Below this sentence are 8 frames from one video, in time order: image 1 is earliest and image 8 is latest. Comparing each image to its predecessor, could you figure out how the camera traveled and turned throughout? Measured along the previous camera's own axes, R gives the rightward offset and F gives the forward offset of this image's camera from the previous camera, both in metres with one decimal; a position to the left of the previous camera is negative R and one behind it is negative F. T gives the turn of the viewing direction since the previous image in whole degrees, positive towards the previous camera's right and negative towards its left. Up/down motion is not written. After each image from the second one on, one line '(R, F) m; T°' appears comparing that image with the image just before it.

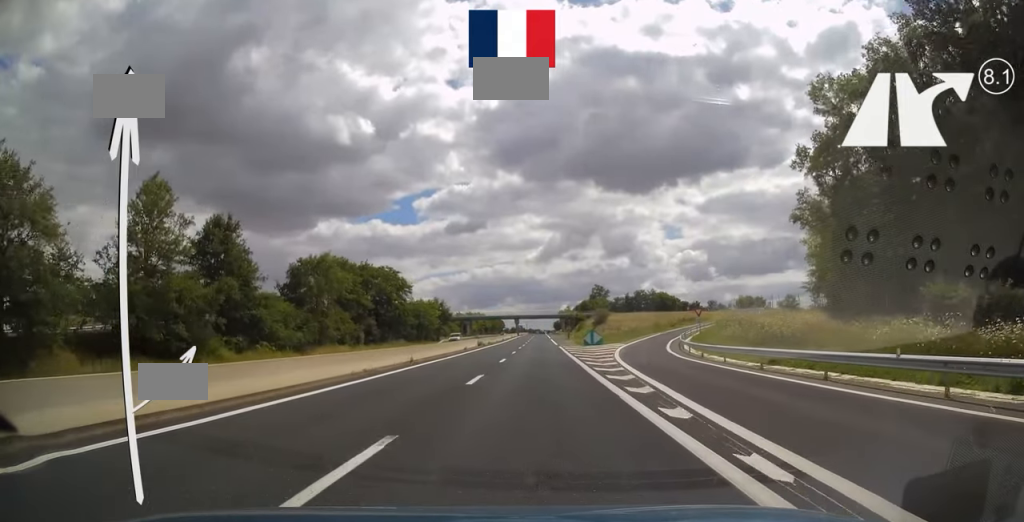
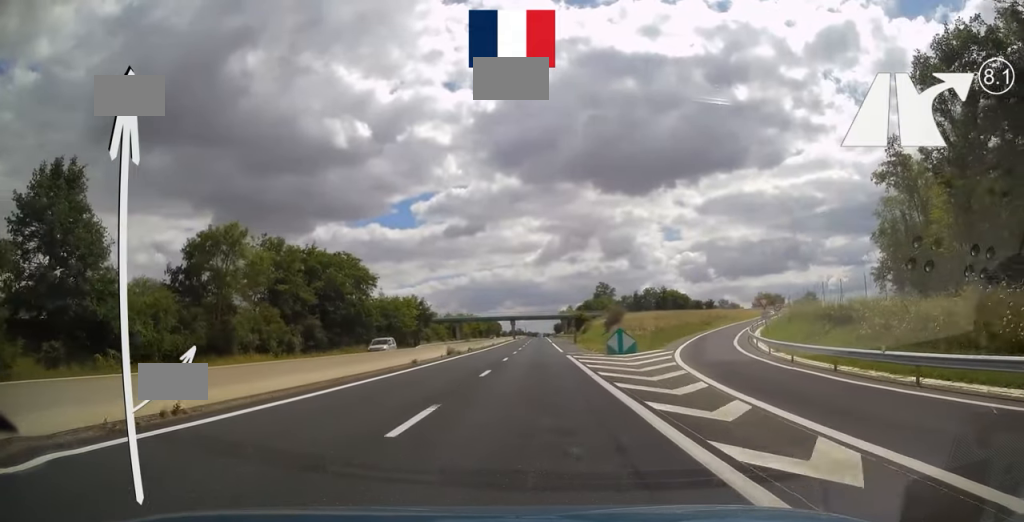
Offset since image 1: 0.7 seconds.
(0.0, +20.9) m; 0°
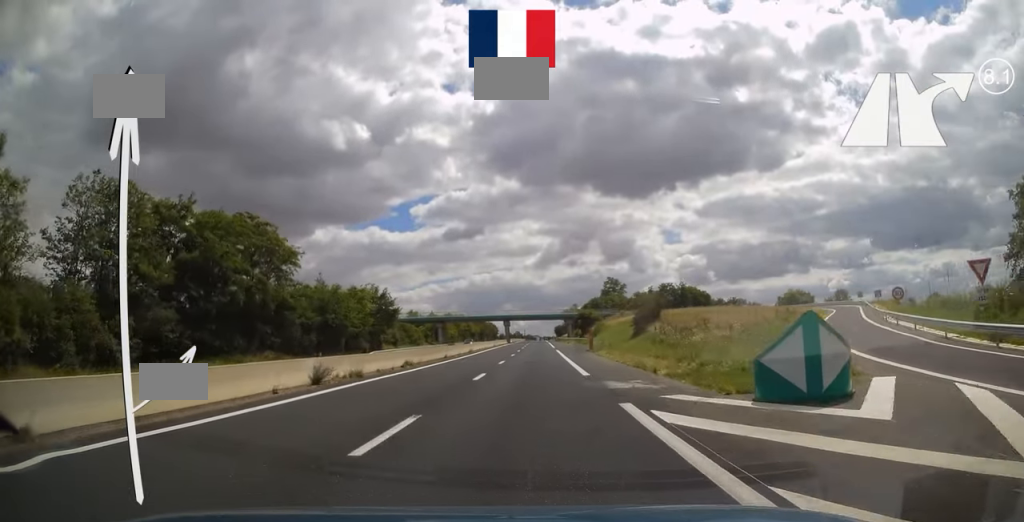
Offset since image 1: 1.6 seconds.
(0.0, +26.2) m; 0°
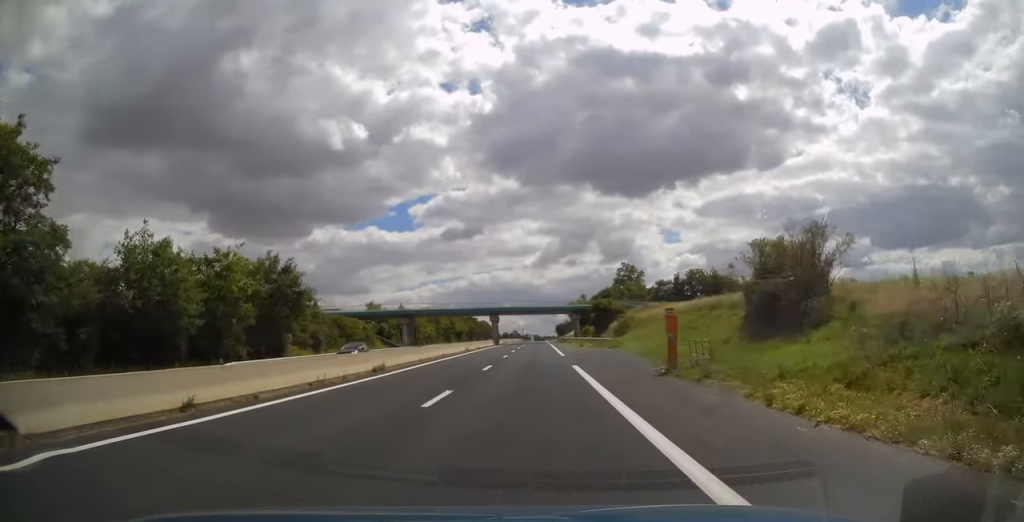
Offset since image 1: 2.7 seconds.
(0.0, +32.5) m; 0°
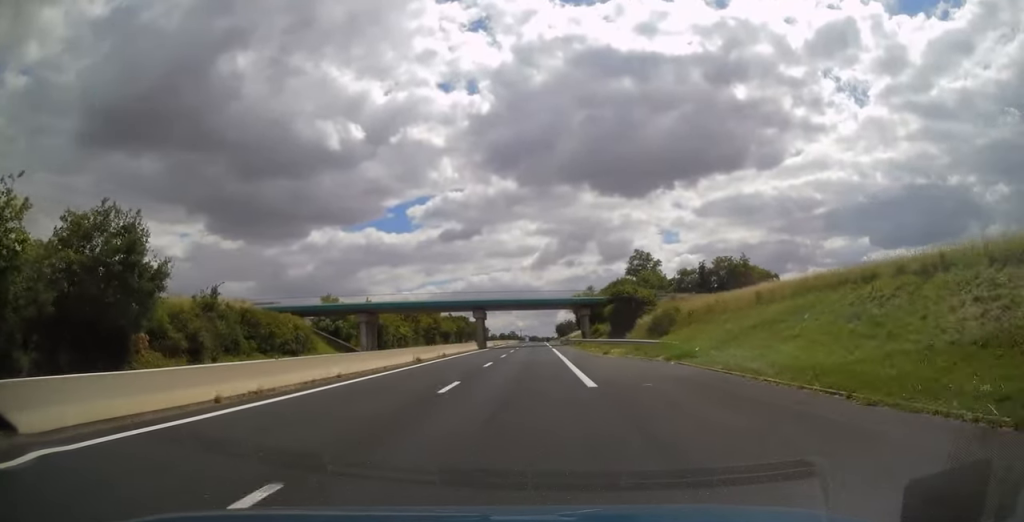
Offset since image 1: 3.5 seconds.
(0.0, +22.3) m; 0°
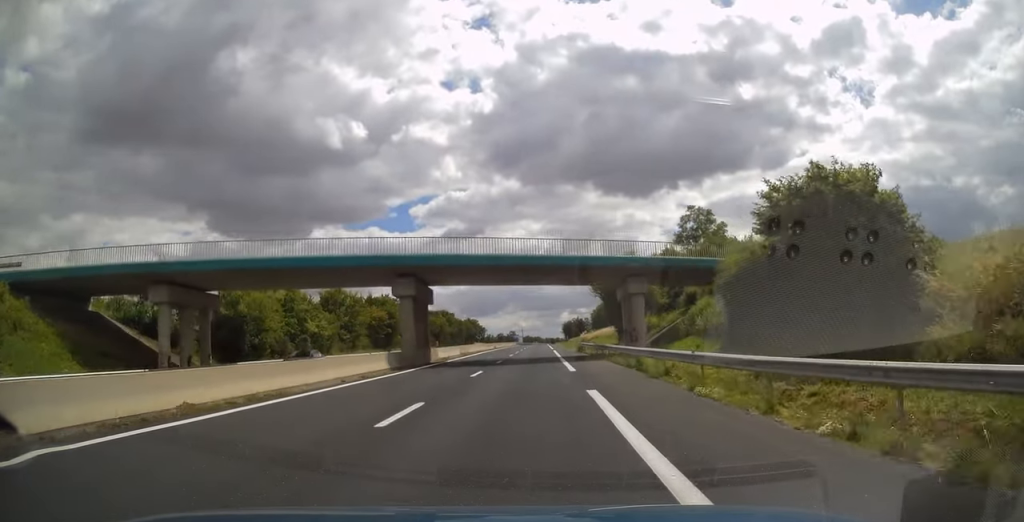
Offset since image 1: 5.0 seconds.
(-0.1, +42.1) m; 0°
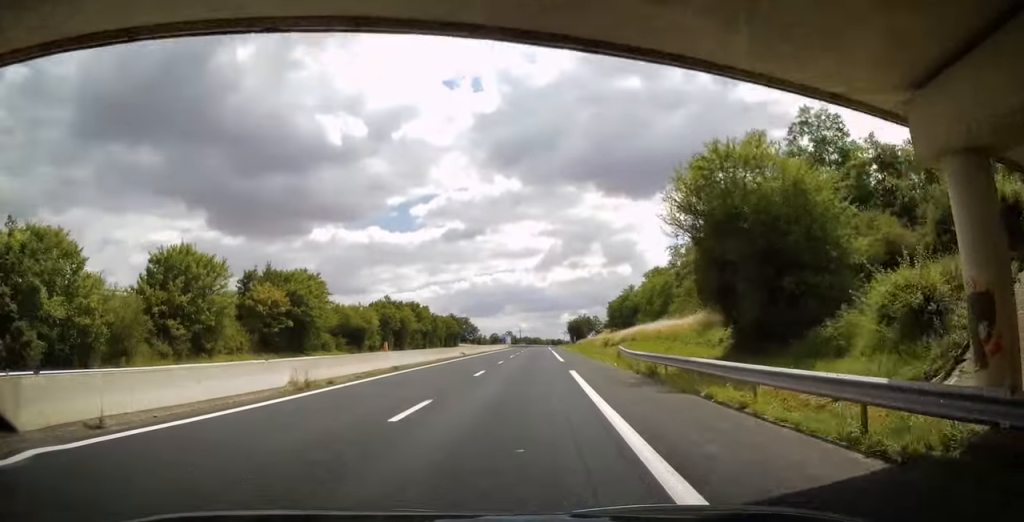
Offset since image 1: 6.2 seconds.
(-0.1, +36.5) m; 0°
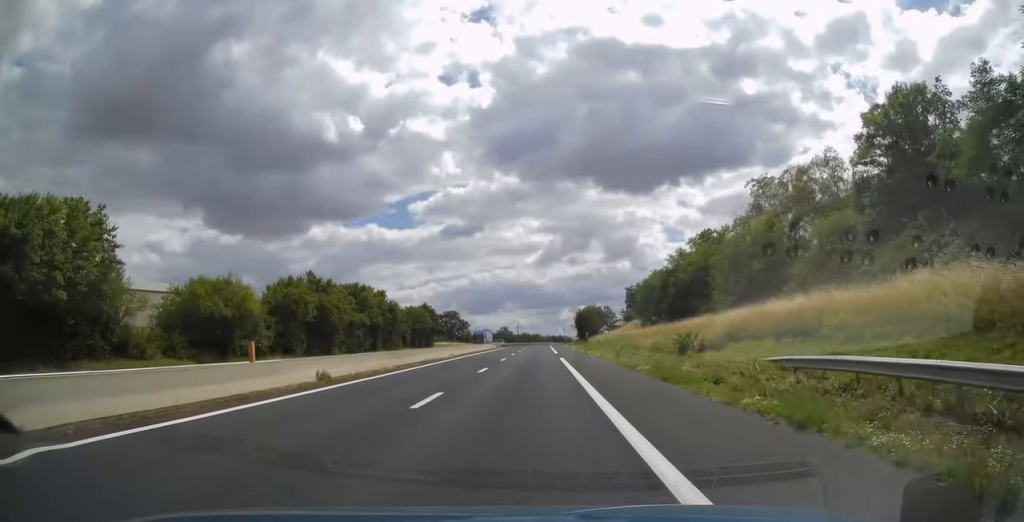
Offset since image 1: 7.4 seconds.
(-0.1, +35.7) m; 0°
